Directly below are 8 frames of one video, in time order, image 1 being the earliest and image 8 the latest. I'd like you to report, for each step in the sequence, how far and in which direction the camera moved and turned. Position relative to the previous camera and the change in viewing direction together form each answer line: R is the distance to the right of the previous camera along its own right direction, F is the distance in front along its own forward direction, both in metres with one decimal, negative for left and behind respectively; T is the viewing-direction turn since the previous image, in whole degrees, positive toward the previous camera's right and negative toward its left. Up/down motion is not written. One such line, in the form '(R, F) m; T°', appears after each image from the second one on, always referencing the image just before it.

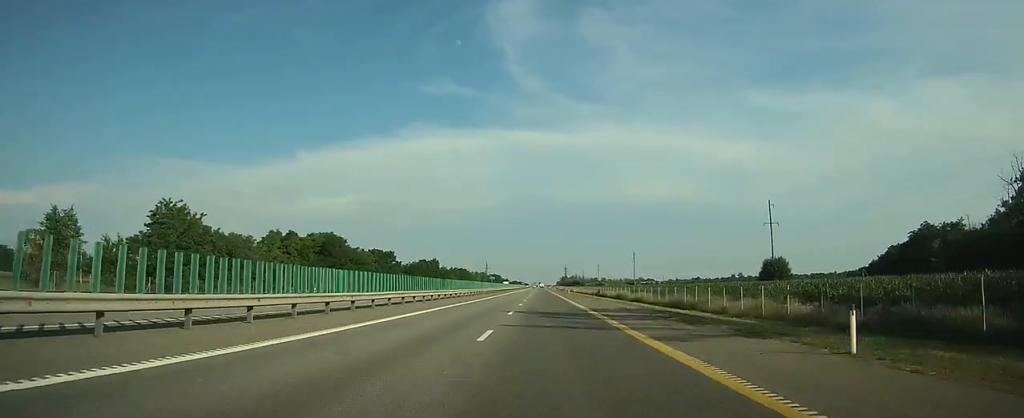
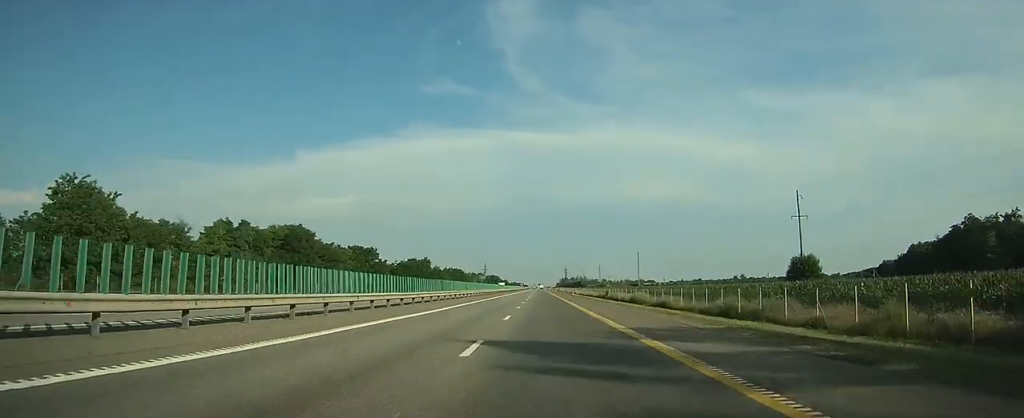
(0.0, +15.0) m; 0°
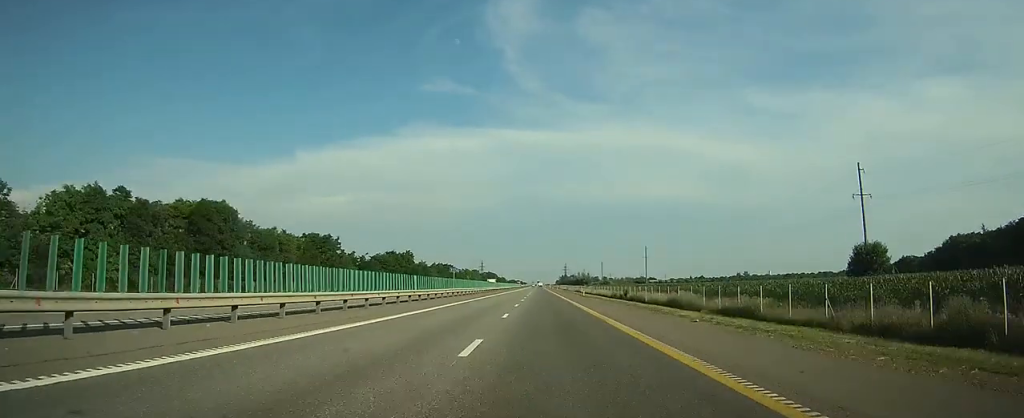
(0.0, +24.5) m; 0°
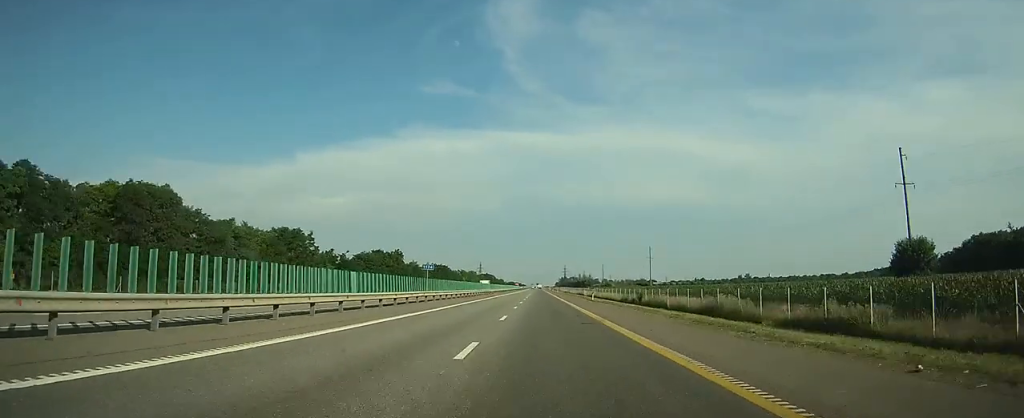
(0.0, +12.3) m; 0°
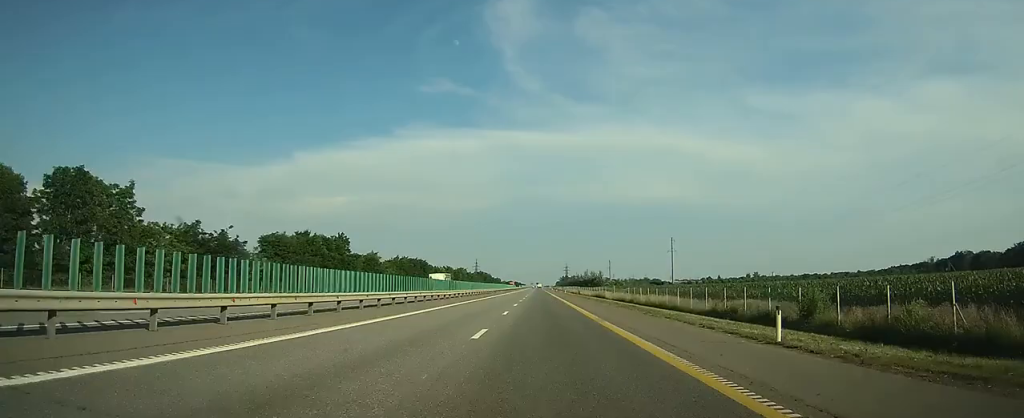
(+0.1, +44.7) m; 0°
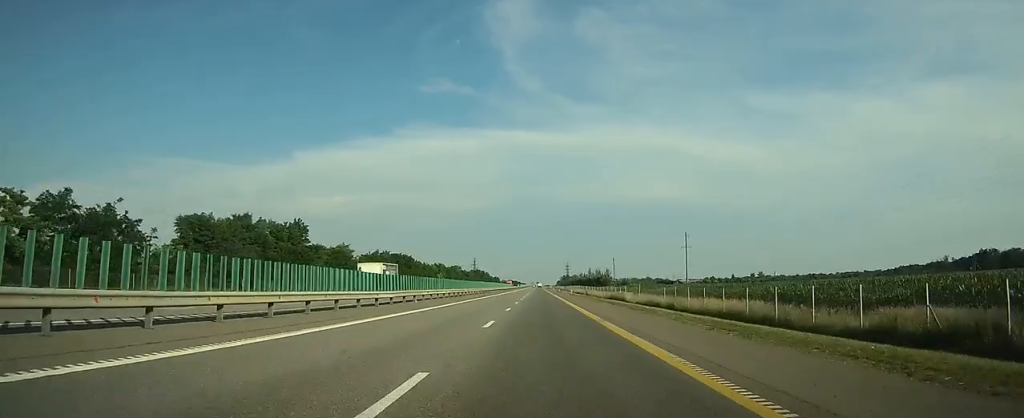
(0.0, +21.0) m; 0°
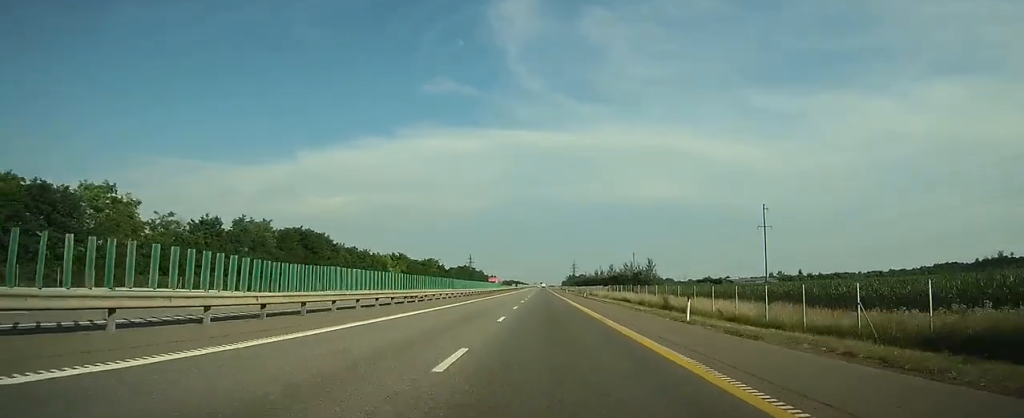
(0.0, +69.2) m; 0°
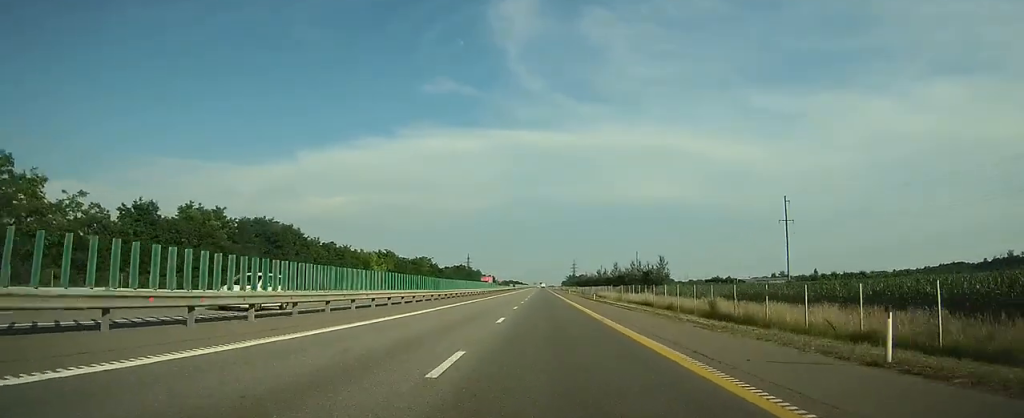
(0.0, +12.6) m; 0°
